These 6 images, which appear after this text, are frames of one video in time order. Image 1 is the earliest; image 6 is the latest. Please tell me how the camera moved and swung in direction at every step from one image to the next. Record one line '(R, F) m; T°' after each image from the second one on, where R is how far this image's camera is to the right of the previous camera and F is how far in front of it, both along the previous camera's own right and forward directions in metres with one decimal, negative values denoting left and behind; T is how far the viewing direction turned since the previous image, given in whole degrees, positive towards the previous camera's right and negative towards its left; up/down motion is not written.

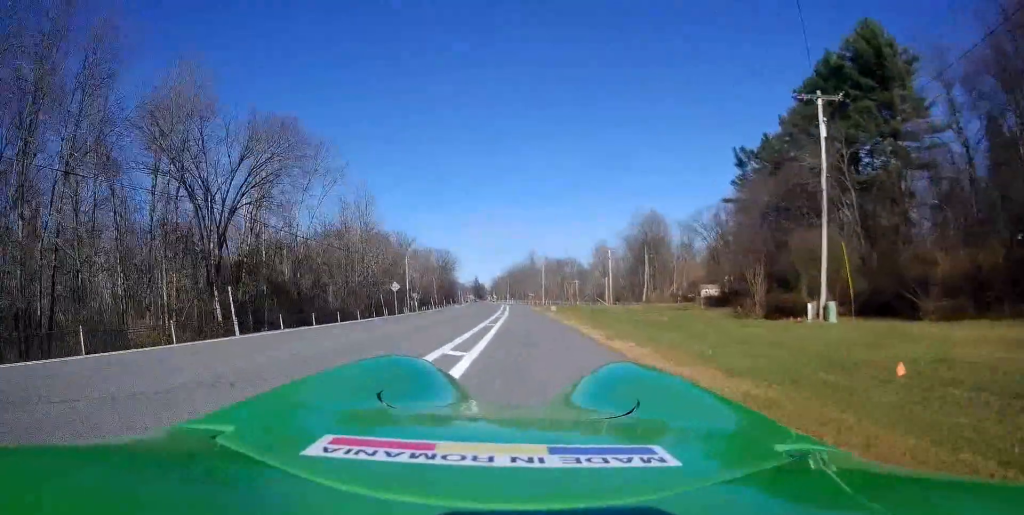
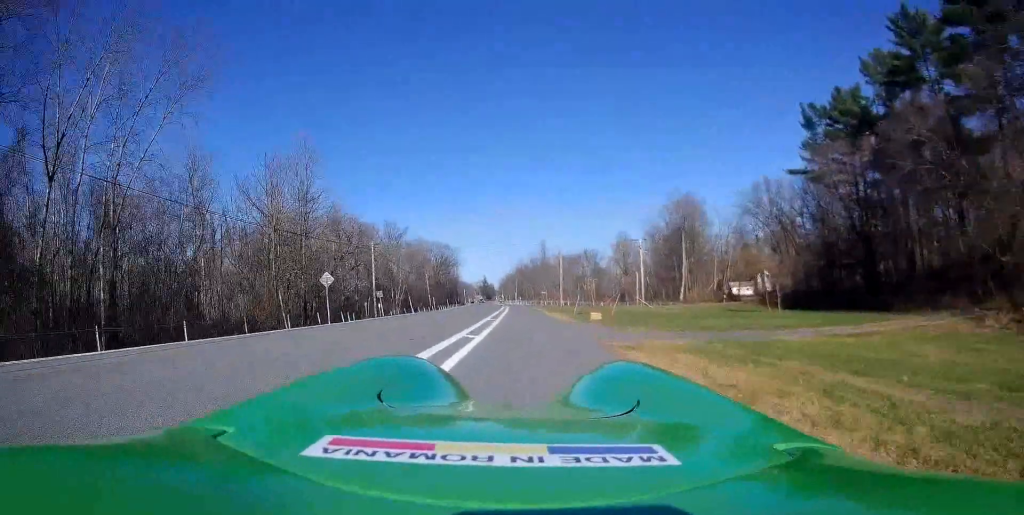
(-0.4, +24.6) m; -2°
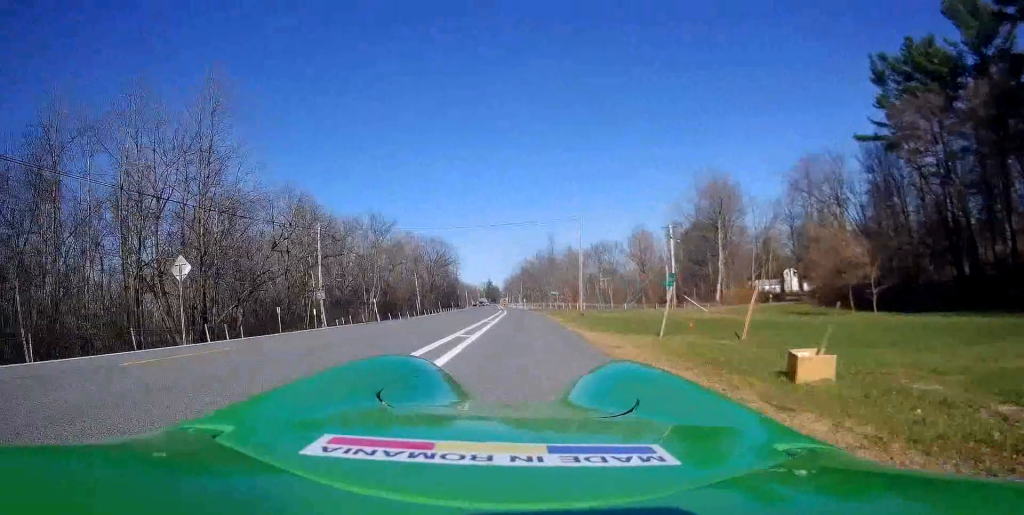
(-0.6, +18.1) m; -1°
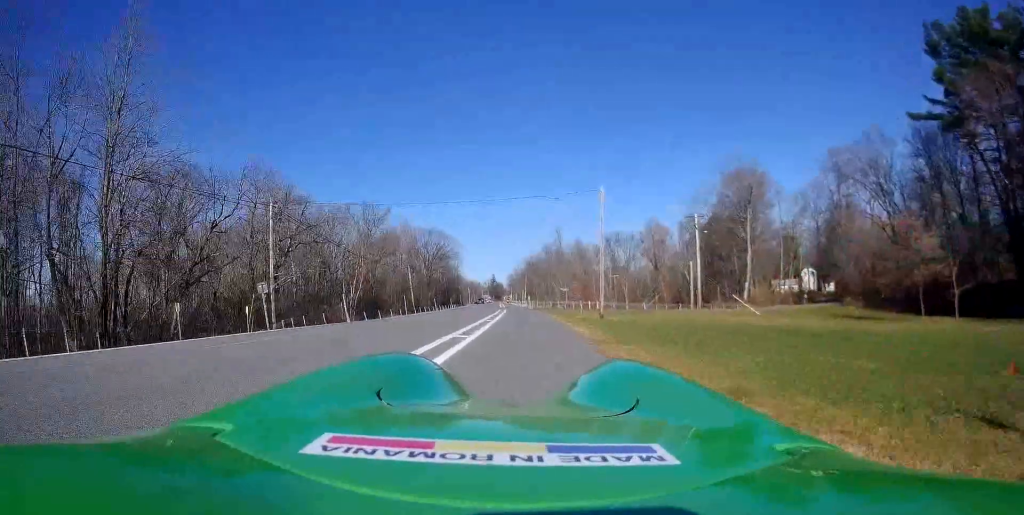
(+0.2, +9.7) m; +1°
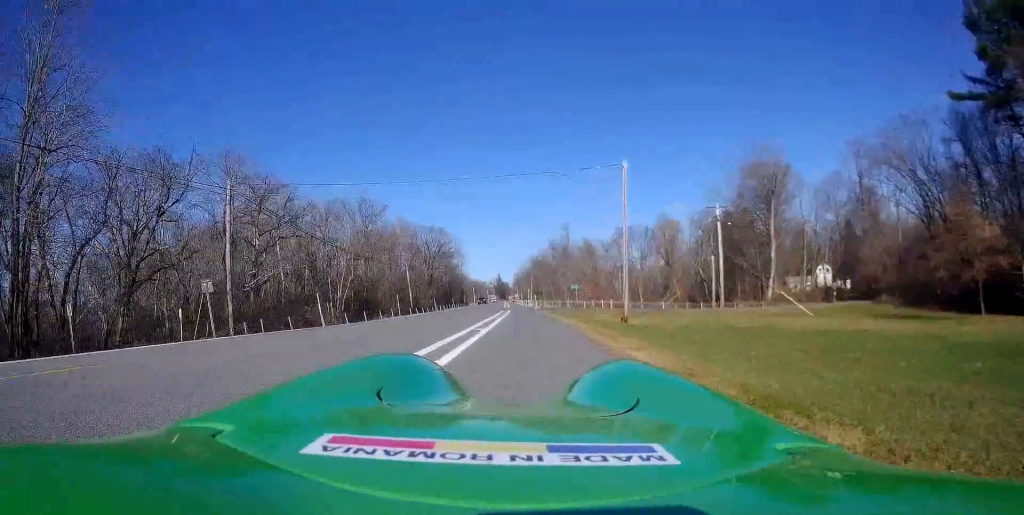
(+0.2, +6.4) m; -2°
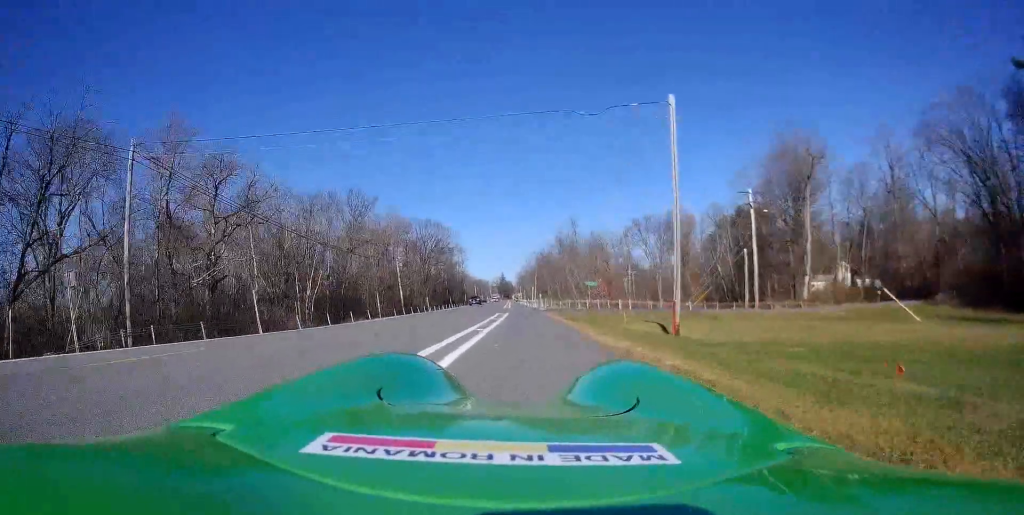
(-0.7, +9.1) m; -2°
